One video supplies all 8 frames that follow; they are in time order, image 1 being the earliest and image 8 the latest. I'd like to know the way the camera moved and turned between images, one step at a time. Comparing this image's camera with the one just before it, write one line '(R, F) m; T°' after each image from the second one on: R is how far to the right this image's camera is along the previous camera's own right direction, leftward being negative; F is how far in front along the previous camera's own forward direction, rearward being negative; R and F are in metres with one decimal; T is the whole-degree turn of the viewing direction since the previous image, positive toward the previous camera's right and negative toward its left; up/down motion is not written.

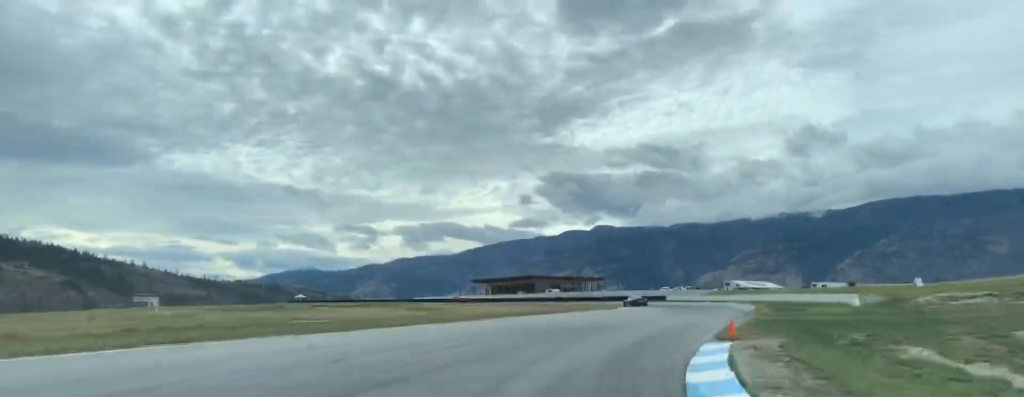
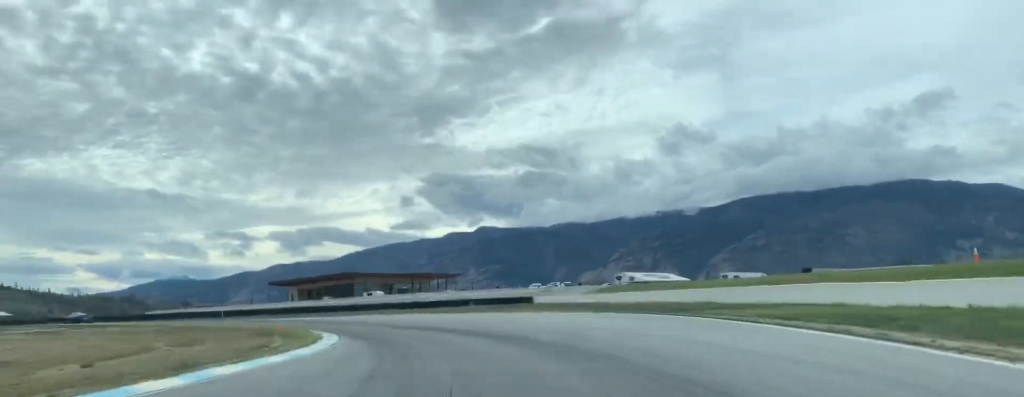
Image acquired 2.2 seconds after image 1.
(+14.3, +63.1) m; +7°
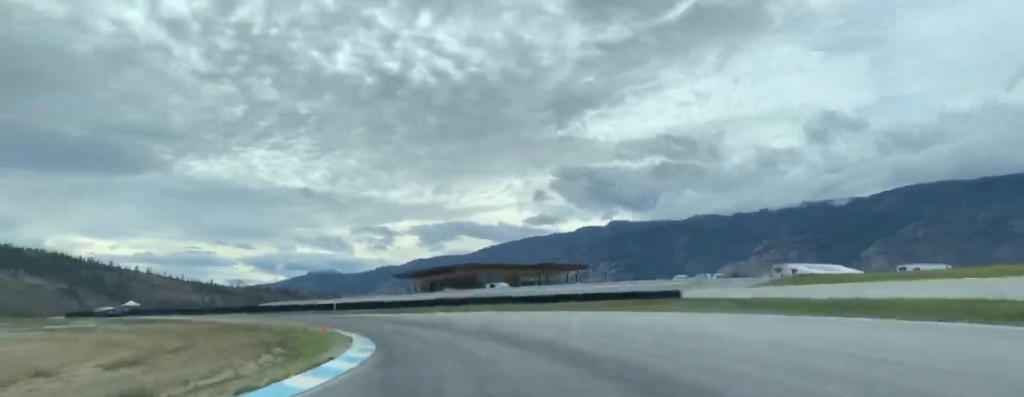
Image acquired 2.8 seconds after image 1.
(-1.9, +16.7) m; -10°
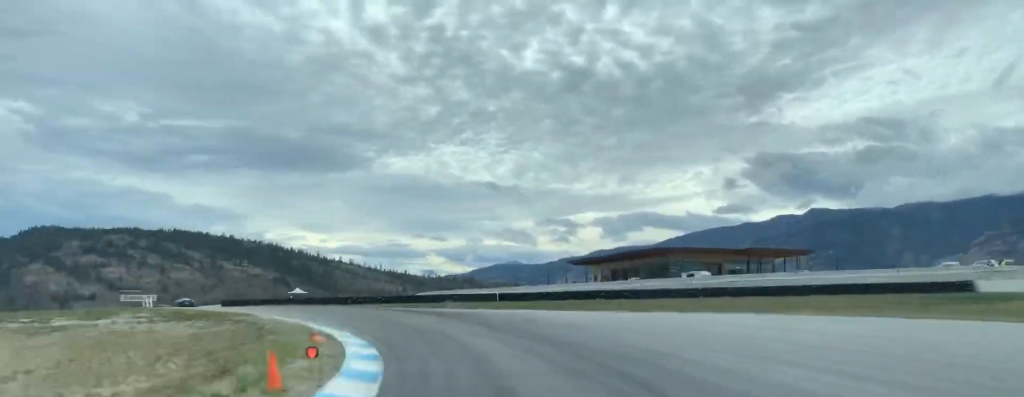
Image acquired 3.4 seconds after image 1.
(-2.0, +20.5) m; -12°
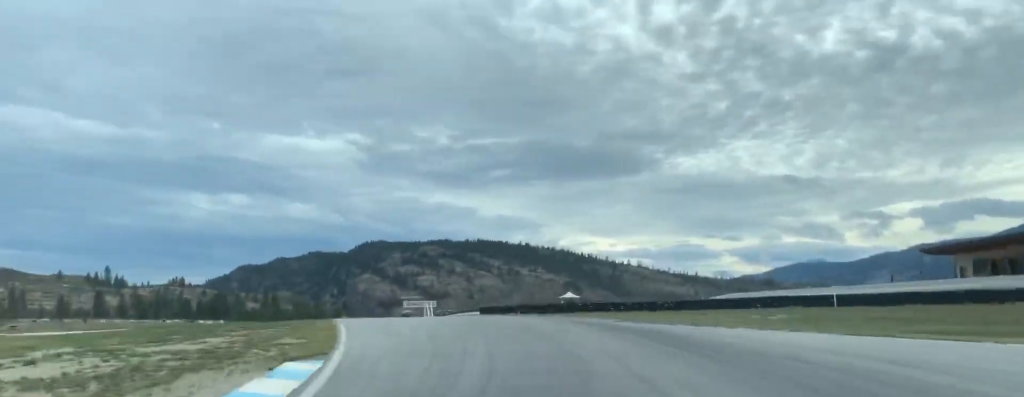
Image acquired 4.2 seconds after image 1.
(-2.2, +24.3) m; -13°
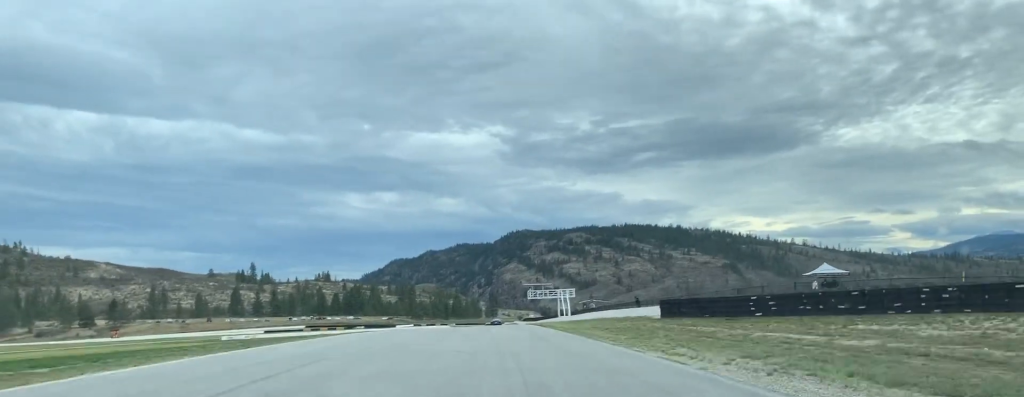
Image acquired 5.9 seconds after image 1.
(-12.0, +61.8) m; -16°
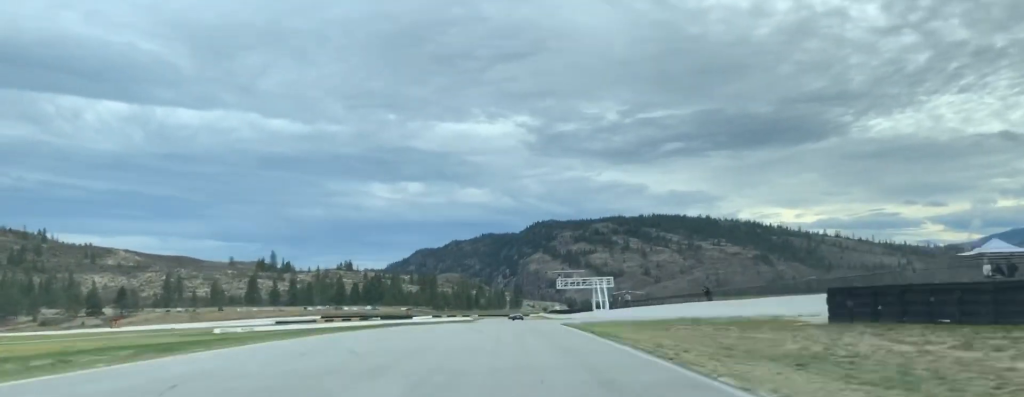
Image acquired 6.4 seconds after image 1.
(-0.6, +20.7) m; -2°
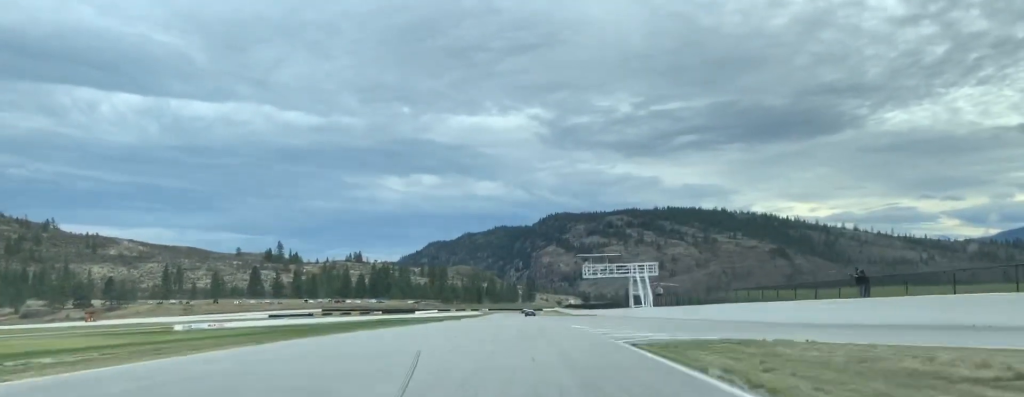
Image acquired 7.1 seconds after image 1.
(-0.7, +27.8) m; -1°
